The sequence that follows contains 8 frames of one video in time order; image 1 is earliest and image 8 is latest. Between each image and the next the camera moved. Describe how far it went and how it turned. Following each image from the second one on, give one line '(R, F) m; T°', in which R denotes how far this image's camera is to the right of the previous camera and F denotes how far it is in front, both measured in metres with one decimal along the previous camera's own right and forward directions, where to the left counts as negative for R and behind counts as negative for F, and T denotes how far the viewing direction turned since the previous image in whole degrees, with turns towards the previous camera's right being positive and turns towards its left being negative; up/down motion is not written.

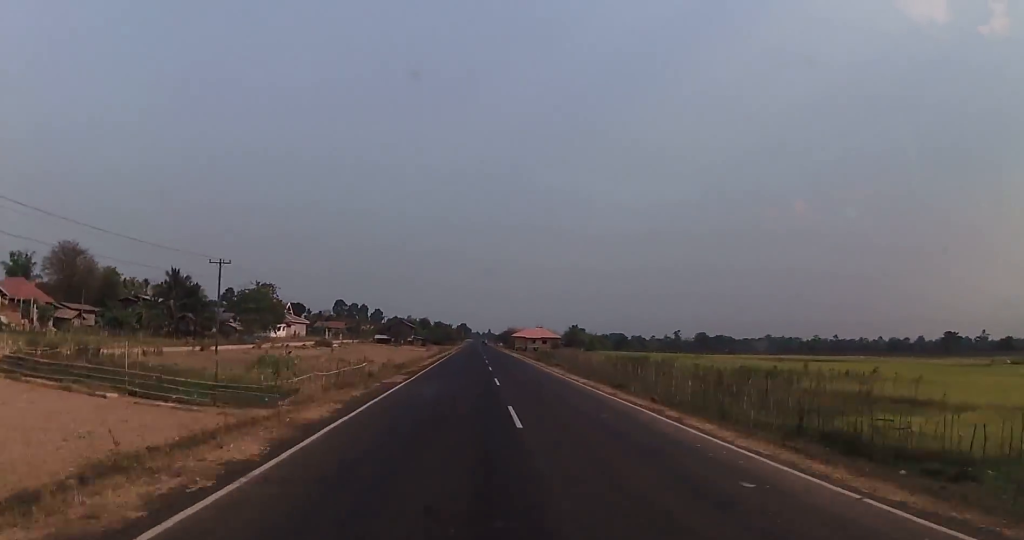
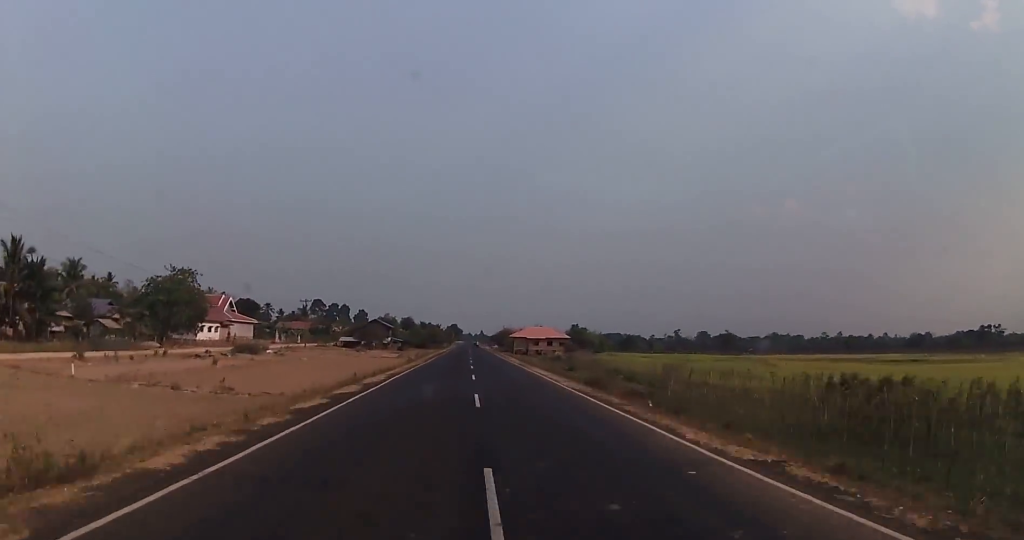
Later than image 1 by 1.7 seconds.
(+0.1, +42.3) m; 0°
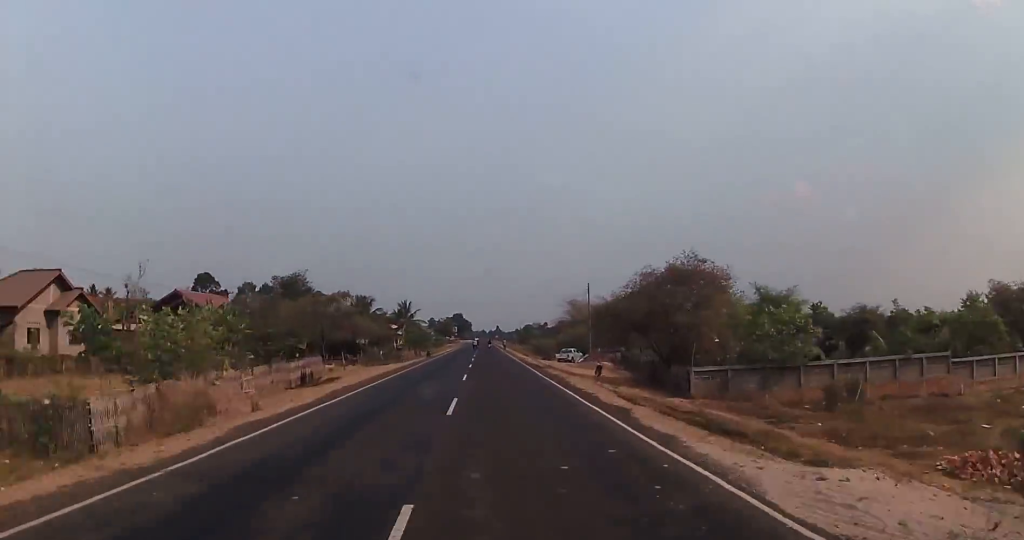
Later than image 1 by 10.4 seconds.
(-1.6, +198.8) m; -1°
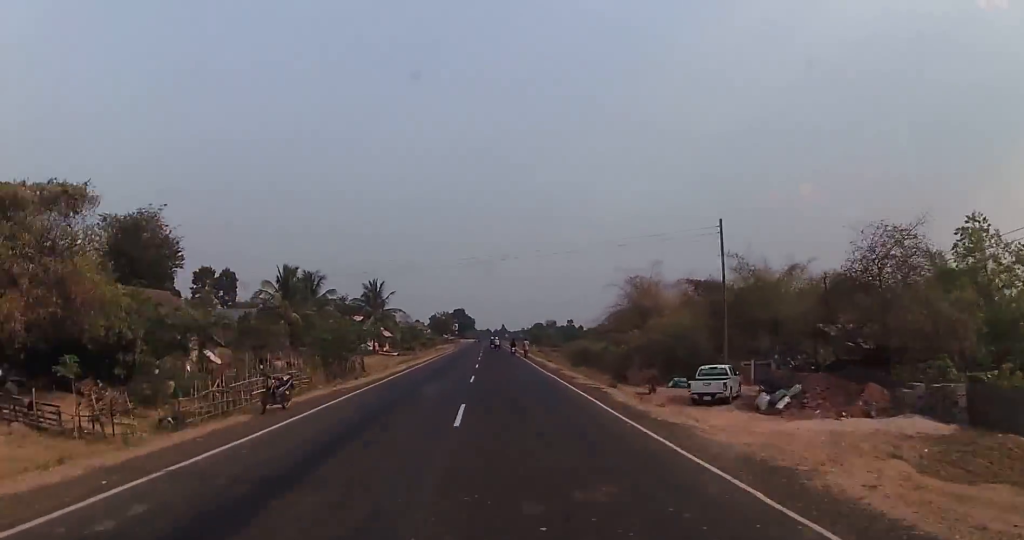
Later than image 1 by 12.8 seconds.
(-0.3, +50.6) m; 0°
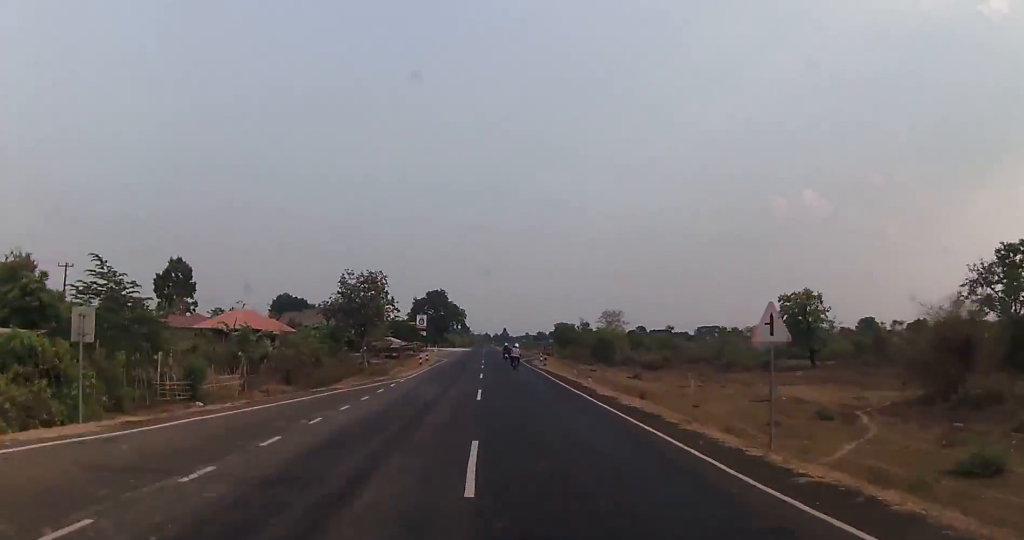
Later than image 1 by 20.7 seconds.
(+0.5, +156.7) m; 0°
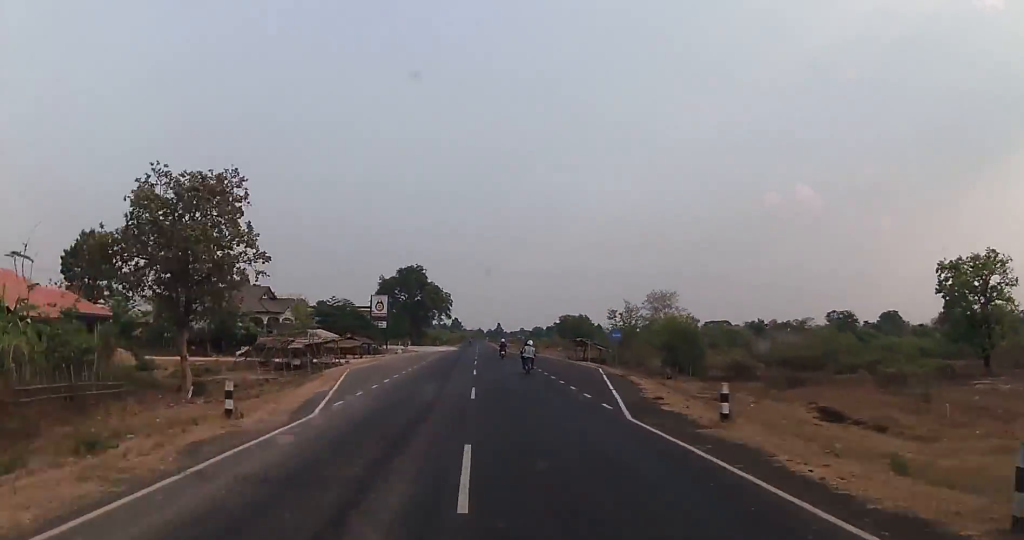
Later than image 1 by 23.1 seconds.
(+0.1, +49.0) m; 0°
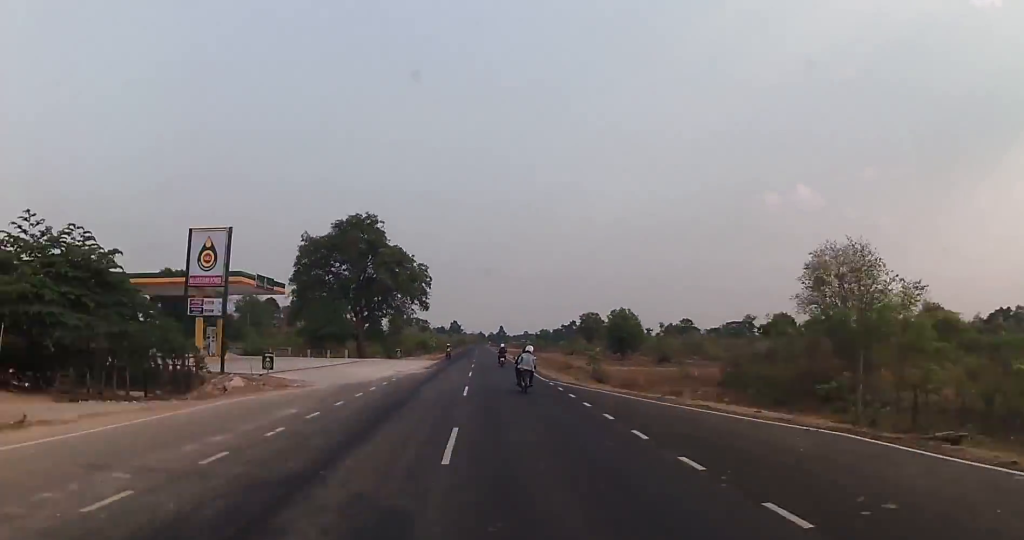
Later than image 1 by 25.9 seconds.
(+0.1, +58.5) m; 0°
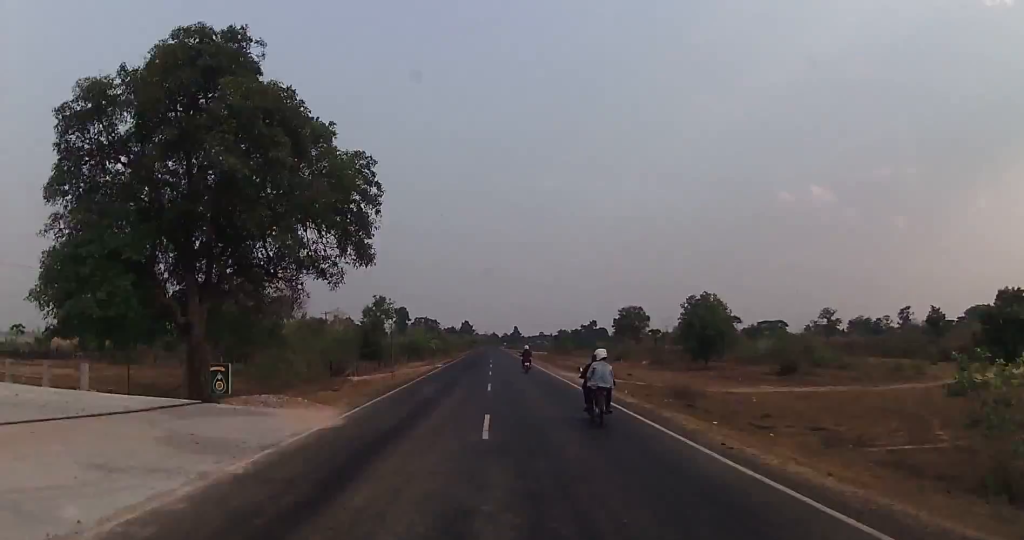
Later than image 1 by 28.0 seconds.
(+0.2, +46.3) m; 0°
